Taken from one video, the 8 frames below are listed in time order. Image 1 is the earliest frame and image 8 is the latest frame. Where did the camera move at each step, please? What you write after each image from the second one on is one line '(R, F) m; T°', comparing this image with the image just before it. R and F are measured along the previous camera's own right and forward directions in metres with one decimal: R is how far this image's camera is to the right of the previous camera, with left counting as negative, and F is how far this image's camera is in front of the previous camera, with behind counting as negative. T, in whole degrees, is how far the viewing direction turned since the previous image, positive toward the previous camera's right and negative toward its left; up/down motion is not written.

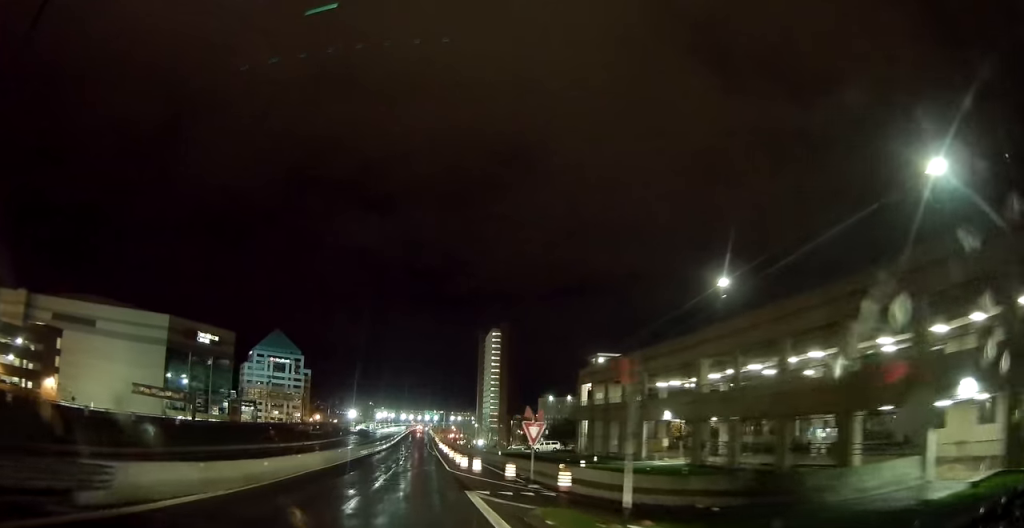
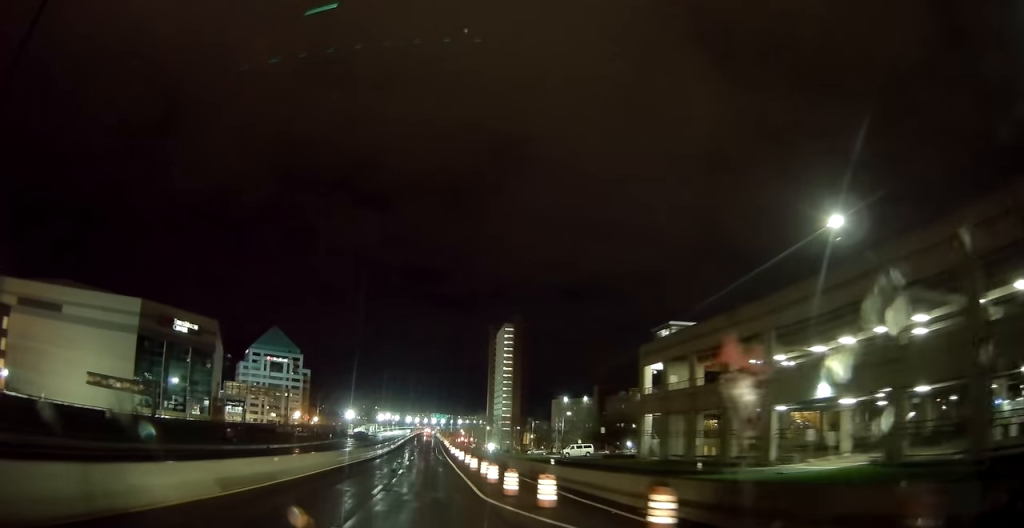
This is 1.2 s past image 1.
(-0.2, +20.5) m; 0°
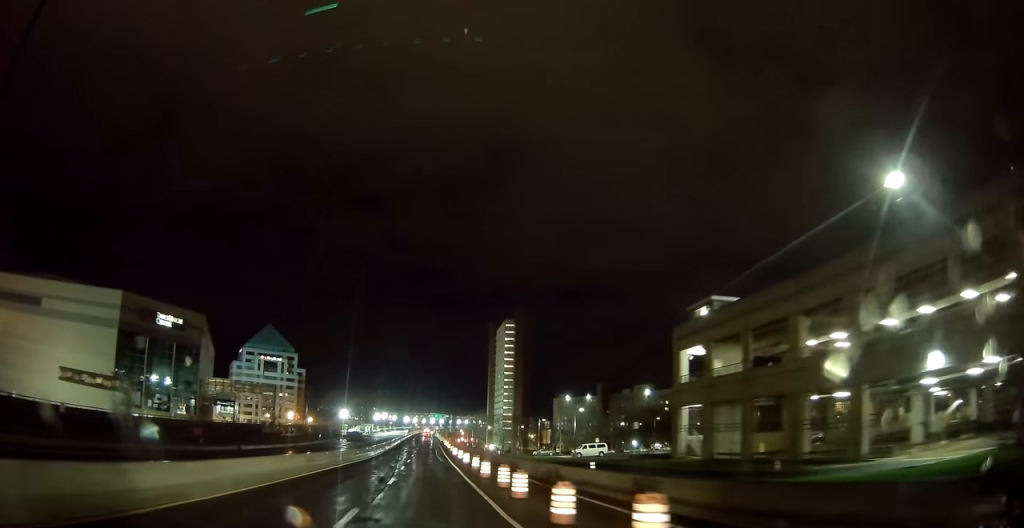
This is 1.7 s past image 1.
(0.0, +8.6) m; 0°
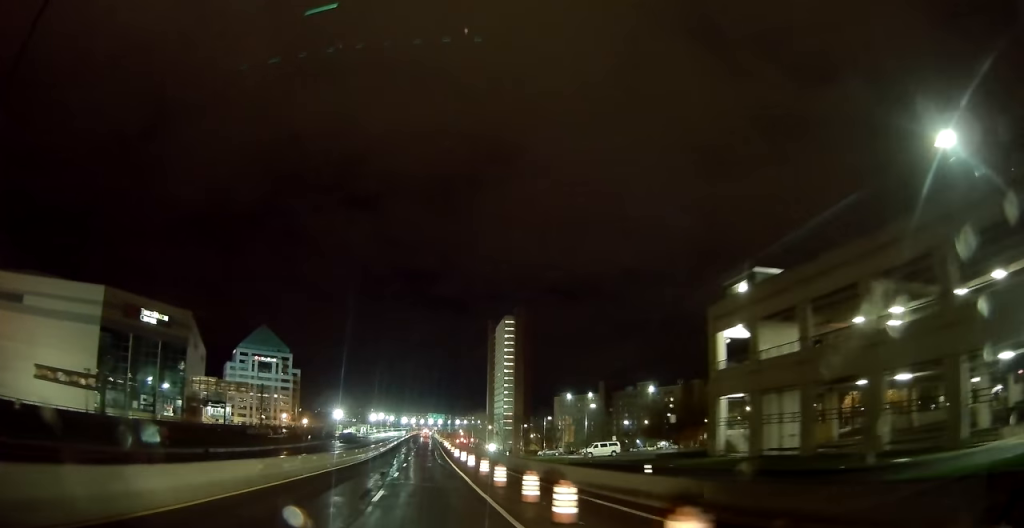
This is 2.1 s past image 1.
(+0.1, +6.8) m; +1°
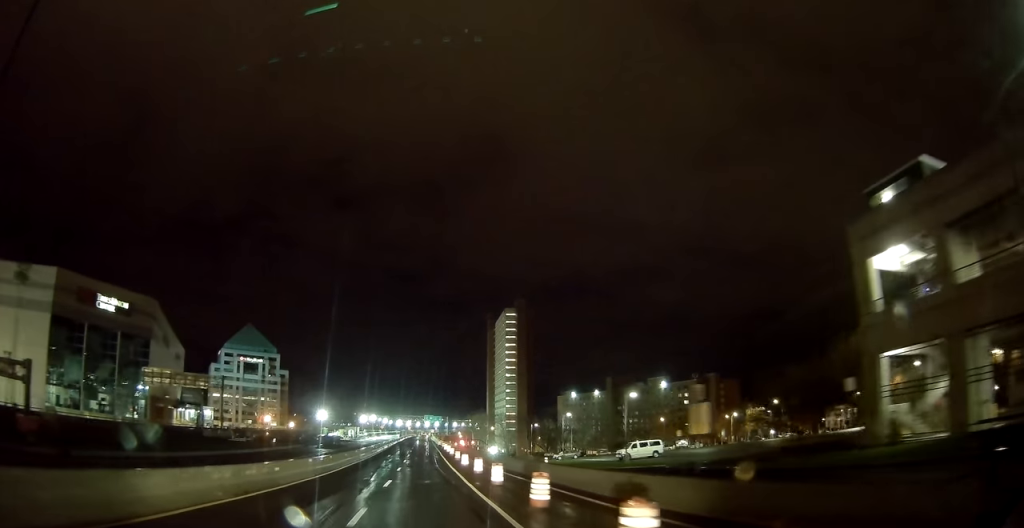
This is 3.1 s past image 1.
(+0.2, +17.0) m; +2°
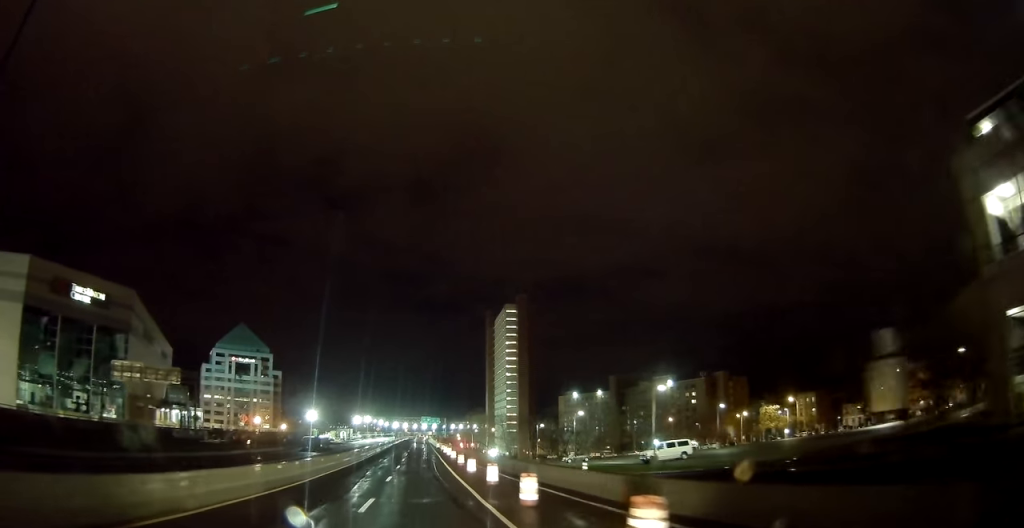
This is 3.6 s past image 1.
(0.0, +8.4) m; 0°
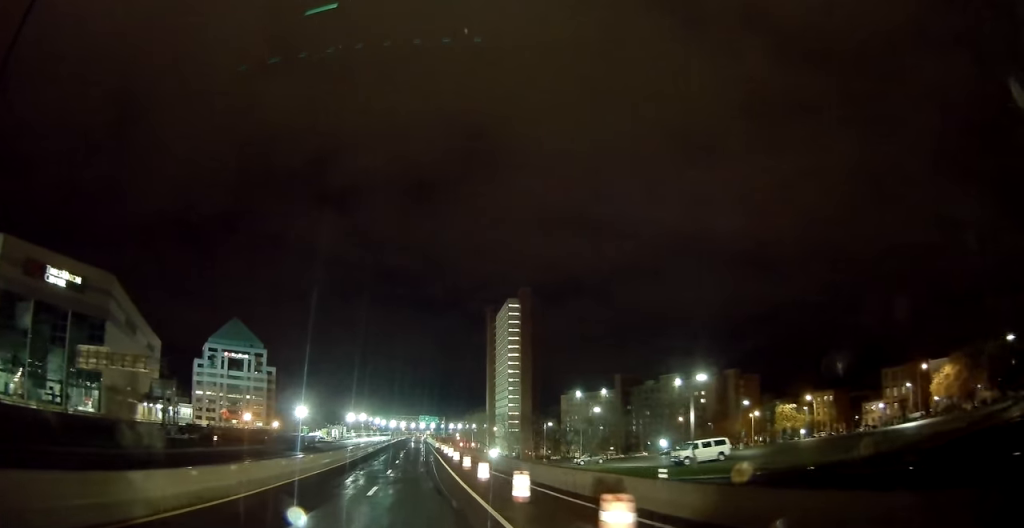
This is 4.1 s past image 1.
(+0.1, +8.2) m; -1°
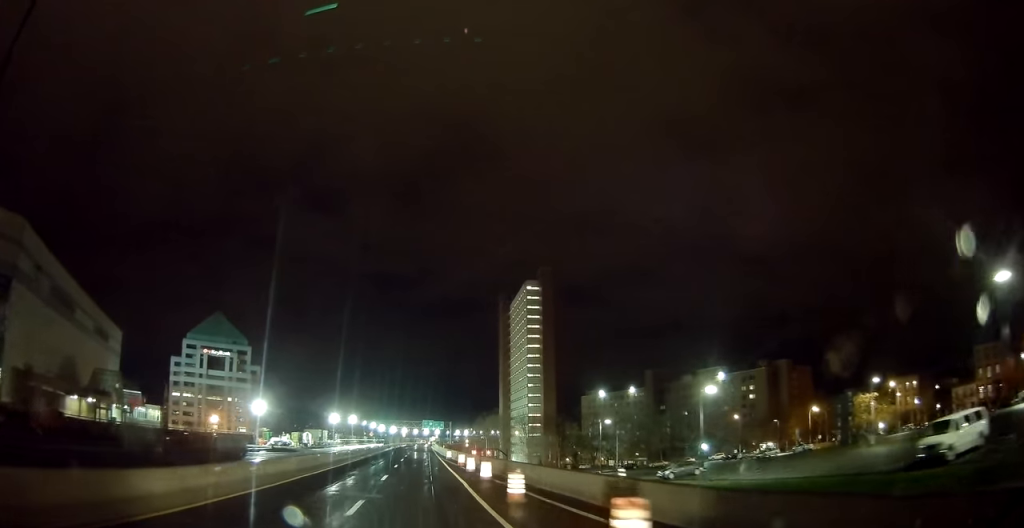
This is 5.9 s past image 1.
(-0.4, +28.7) m; 0°
